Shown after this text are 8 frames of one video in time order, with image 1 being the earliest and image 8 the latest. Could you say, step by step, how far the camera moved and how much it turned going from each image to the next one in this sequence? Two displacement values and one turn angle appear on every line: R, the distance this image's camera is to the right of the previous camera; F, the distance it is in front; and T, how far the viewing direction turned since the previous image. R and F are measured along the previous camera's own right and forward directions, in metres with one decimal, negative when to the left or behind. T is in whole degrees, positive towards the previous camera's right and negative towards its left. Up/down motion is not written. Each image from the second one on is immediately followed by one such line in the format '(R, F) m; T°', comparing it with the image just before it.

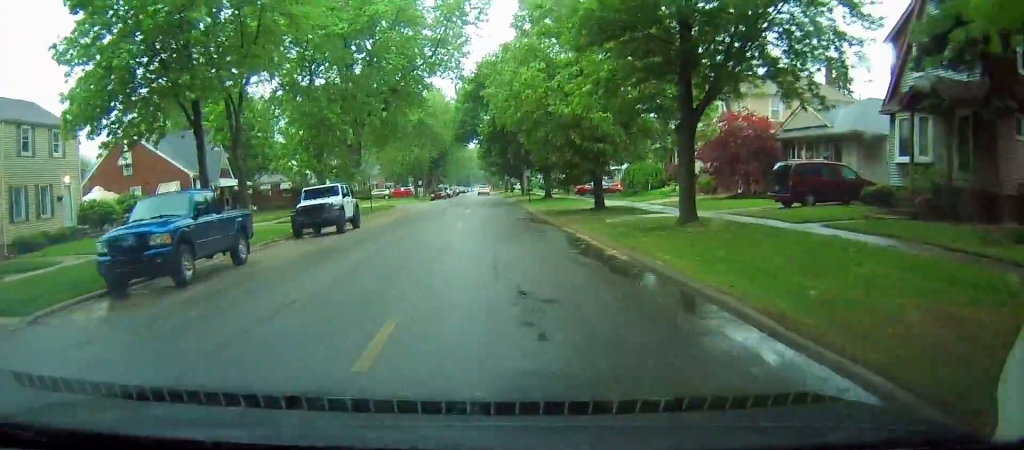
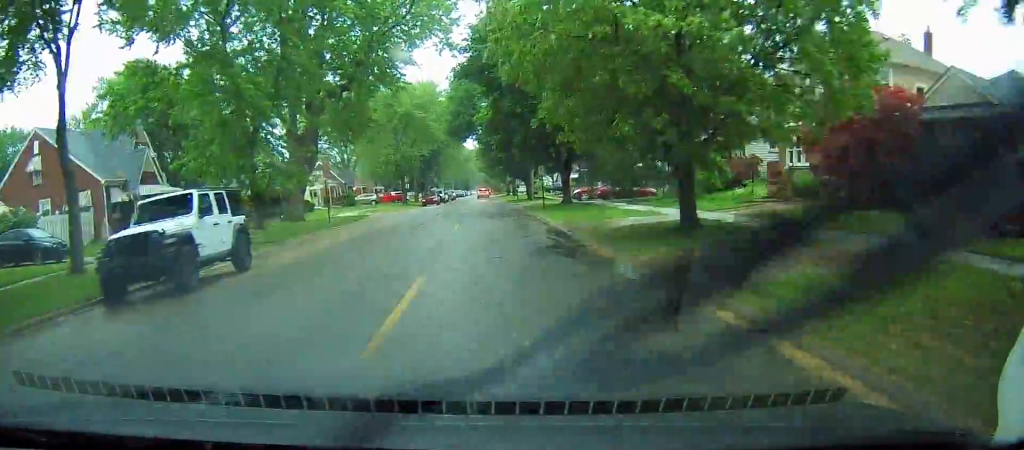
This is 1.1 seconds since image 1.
(-0.3, +12.2) m; -1°
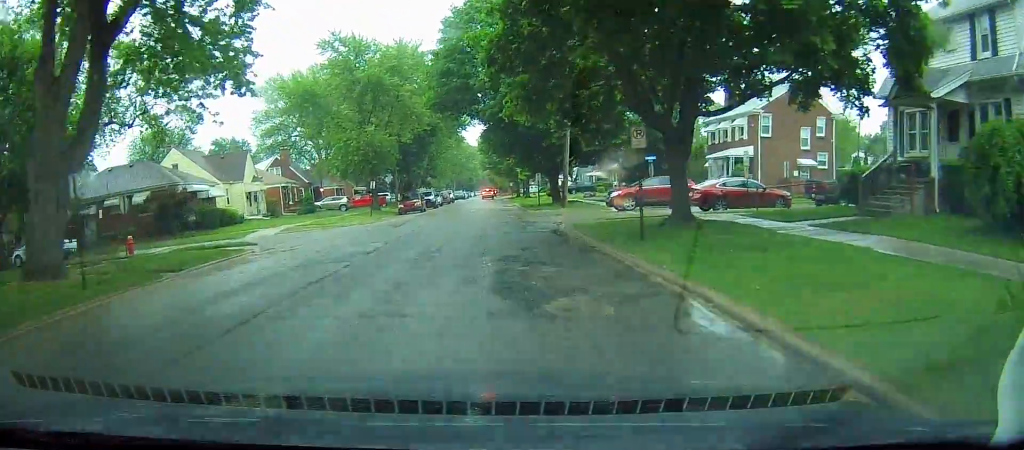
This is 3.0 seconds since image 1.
(+0.3, +22.7) m; +2°
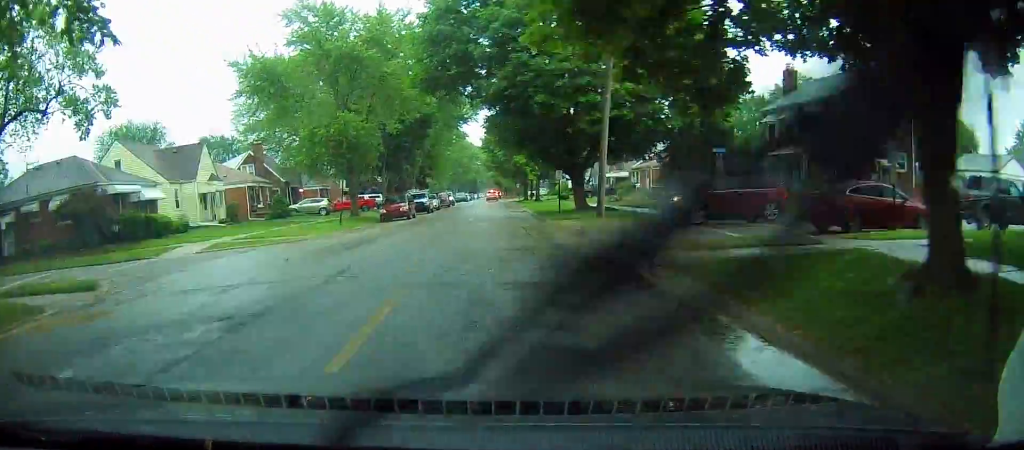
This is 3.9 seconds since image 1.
(+0.1, +10.4) m; 0°
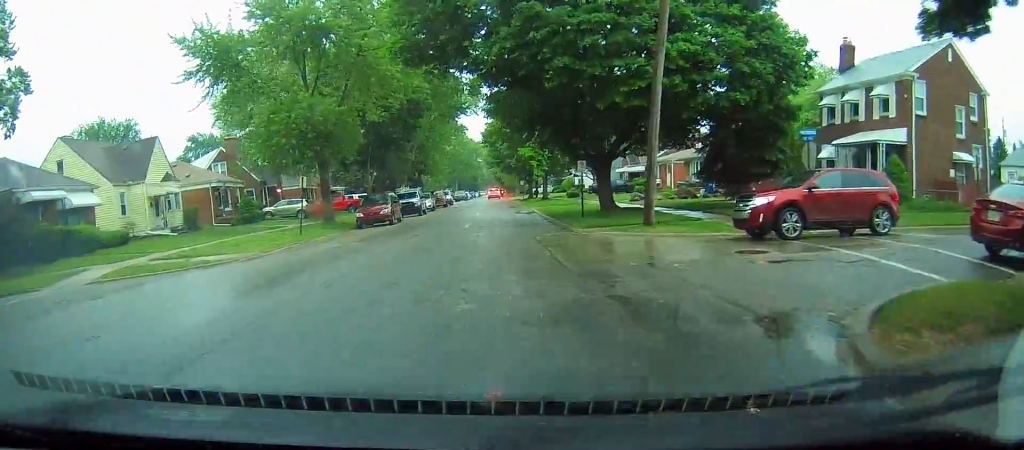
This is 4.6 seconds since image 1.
(-0.2, +7.7) m; 0°
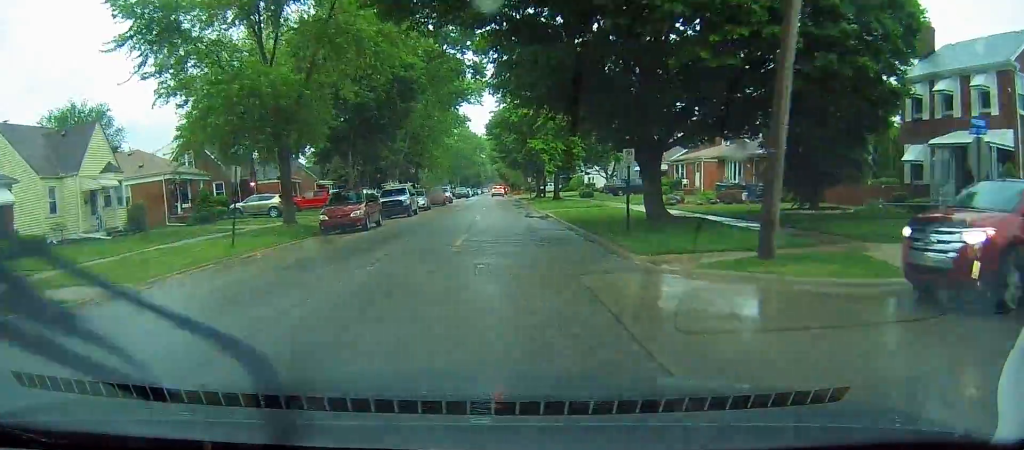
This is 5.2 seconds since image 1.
(+0.2, +7.9) m; 0°
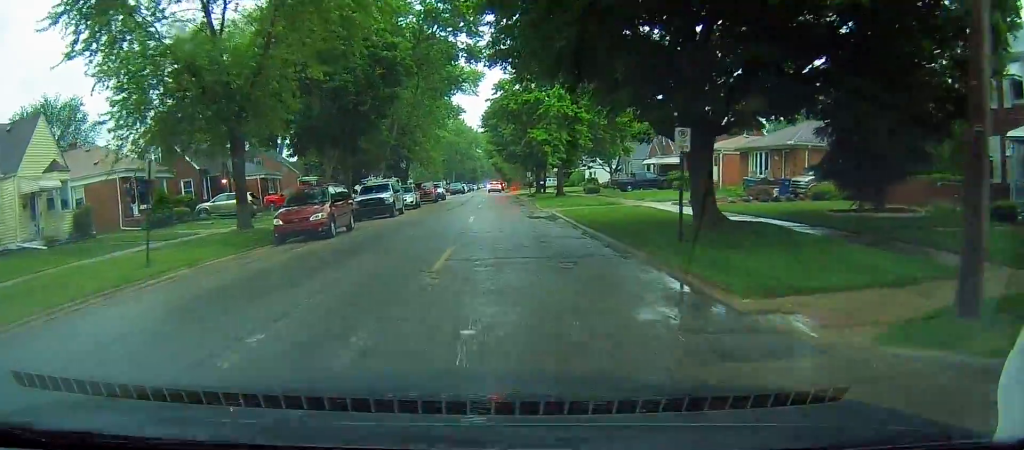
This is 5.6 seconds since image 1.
(+0.2, +5.3) m; 0°
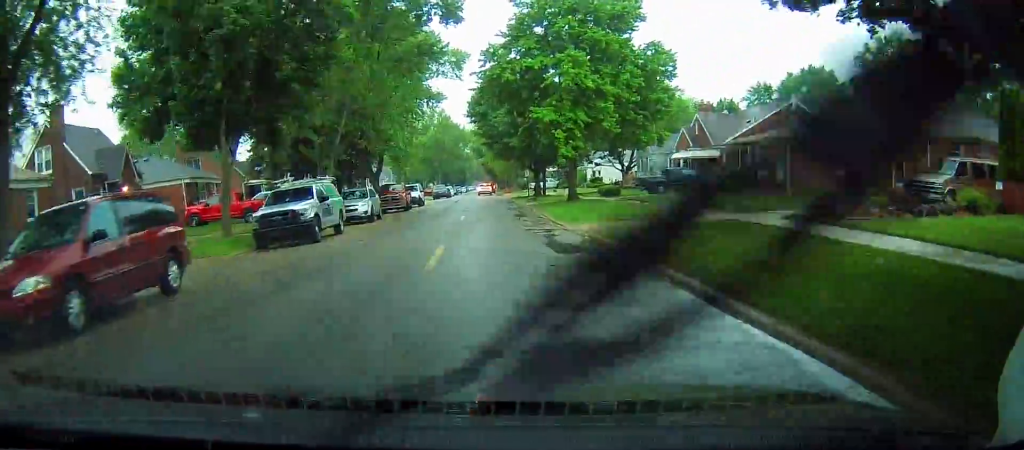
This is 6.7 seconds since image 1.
(-0.3, +13.0) m; 0°
